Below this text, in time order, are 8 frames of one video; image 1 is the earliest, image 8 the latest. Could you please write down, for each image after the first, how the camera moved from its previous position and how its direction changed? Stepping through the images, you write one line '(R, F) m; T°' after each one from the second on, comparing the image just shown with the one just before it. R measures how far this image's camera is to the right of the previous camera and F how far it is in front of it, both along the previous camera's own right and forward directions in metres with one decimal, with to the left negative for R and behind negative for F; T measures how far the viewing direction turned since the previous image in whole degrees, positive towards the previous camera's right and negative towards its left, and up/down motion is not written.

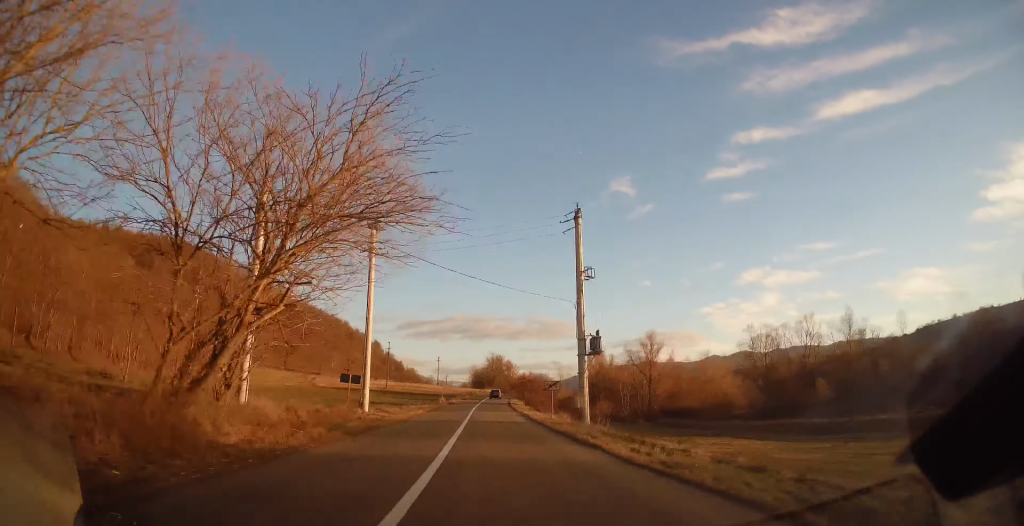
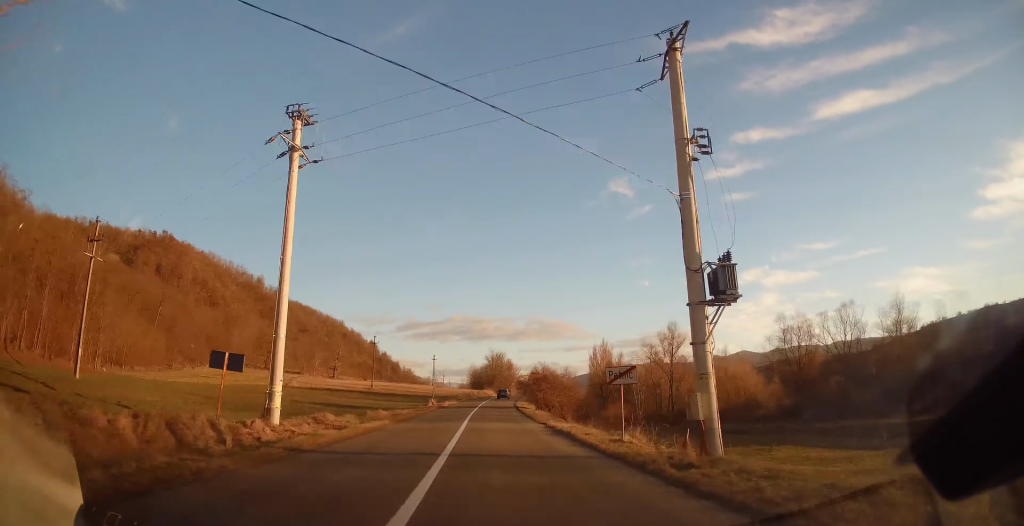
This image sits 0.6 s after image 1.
(0.0, +15.1) m; 0°
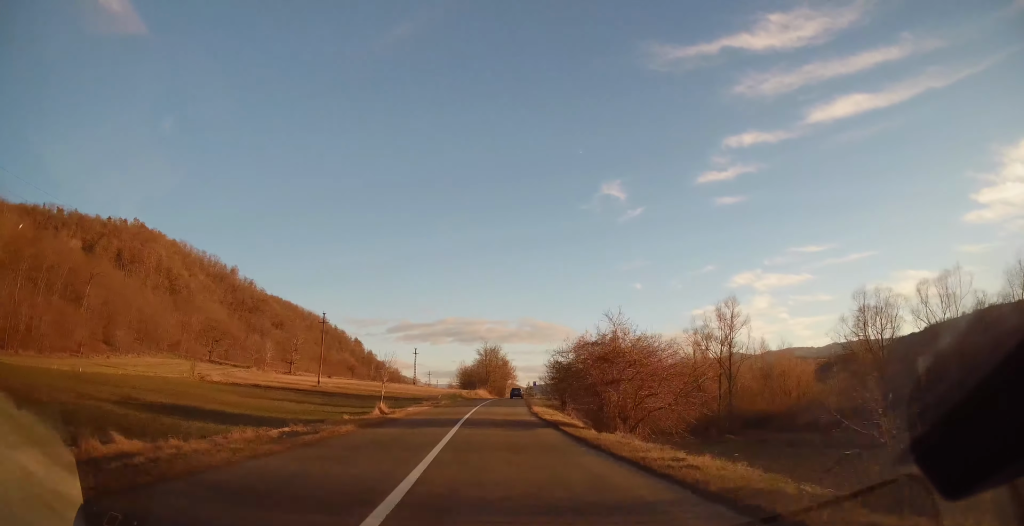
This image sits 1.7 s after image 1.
(+0.5, +30.0) m; +1°
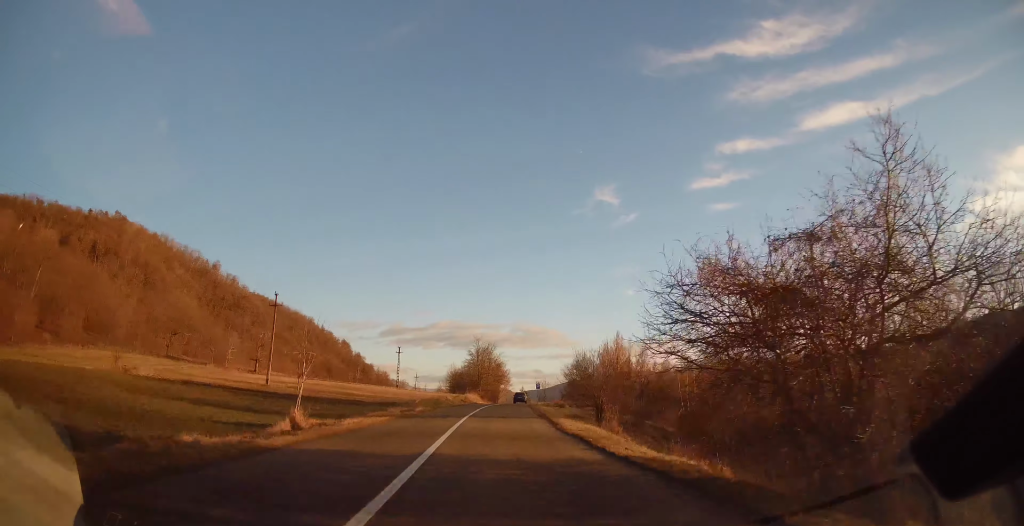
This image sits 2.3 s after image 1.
(+0.1, +15.7) m; +1°
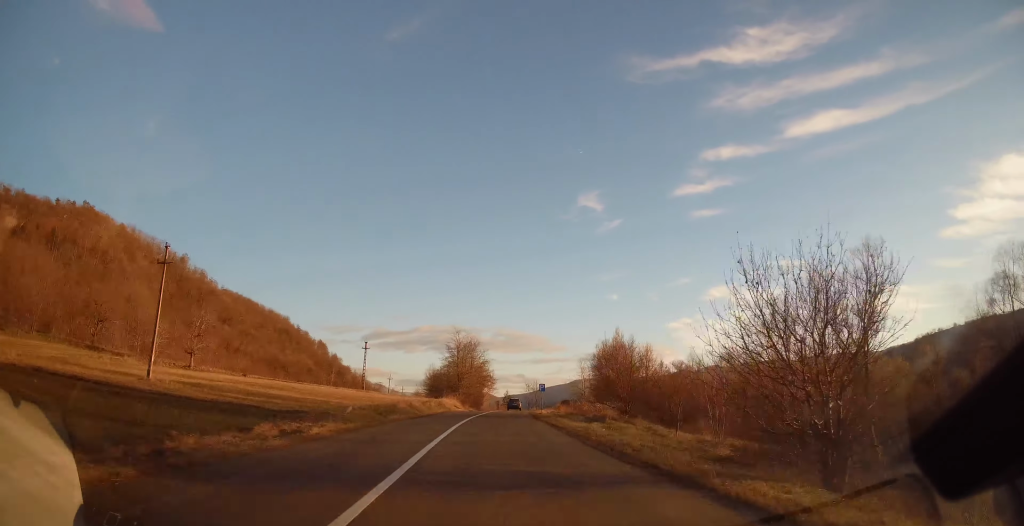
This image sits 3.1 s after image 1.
(+0.2, +19.9) m; +1°
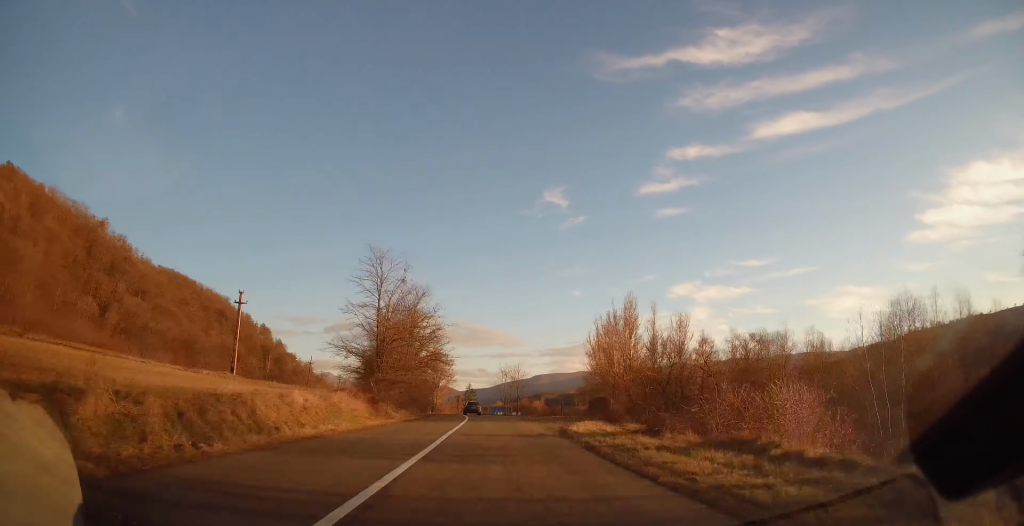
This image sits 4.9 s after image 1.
(+1.6, +46.1) m; +3°
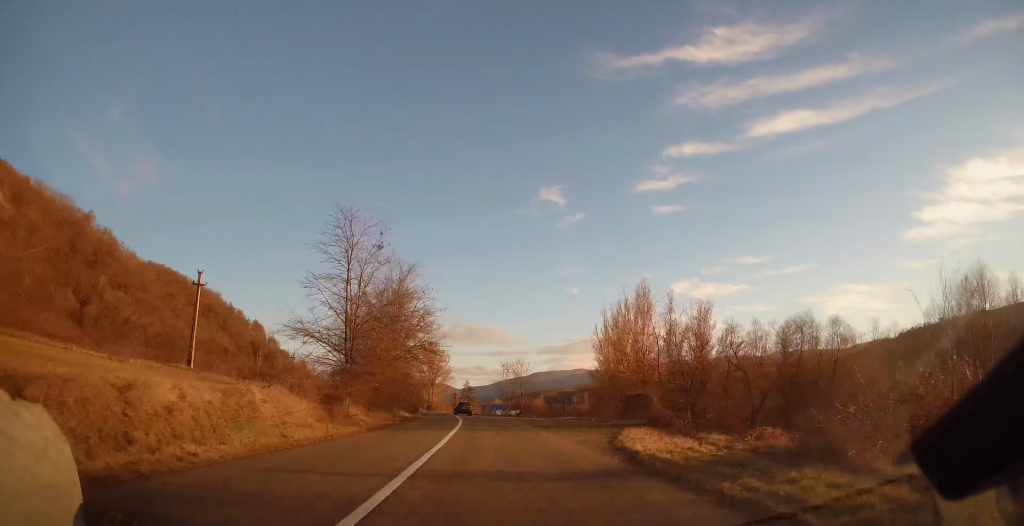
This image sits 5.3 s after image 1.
(+0.1, +10.2) m; 0°
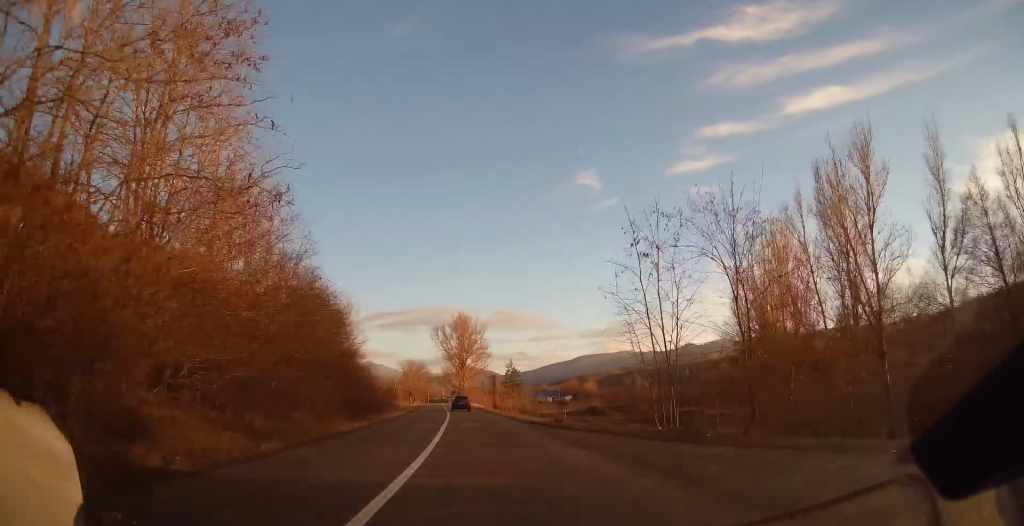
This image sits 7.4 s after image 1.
(-1.7, +53.7) m; -5°
